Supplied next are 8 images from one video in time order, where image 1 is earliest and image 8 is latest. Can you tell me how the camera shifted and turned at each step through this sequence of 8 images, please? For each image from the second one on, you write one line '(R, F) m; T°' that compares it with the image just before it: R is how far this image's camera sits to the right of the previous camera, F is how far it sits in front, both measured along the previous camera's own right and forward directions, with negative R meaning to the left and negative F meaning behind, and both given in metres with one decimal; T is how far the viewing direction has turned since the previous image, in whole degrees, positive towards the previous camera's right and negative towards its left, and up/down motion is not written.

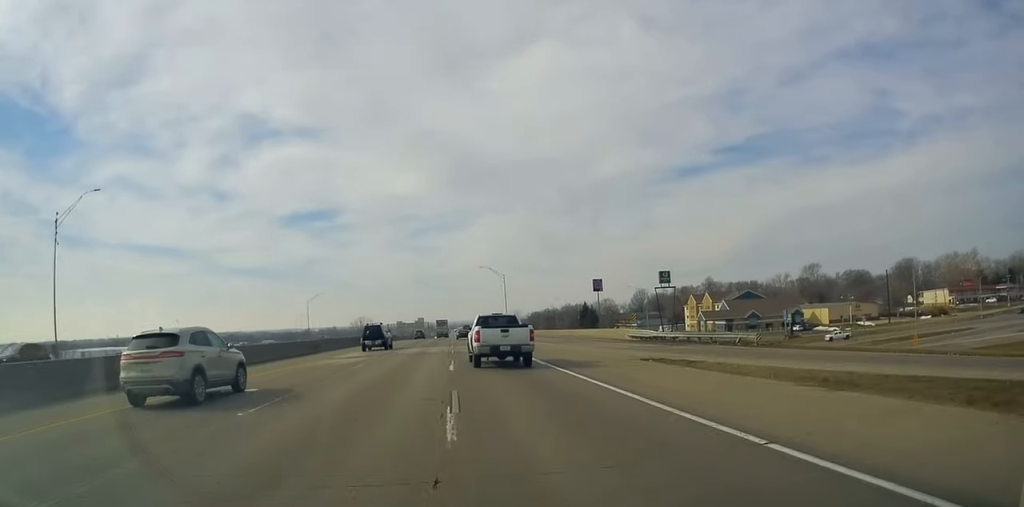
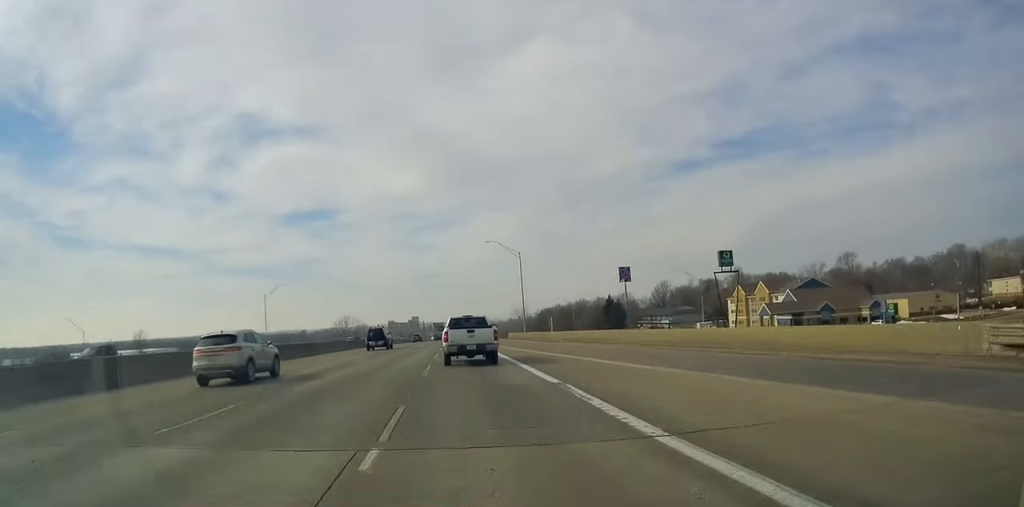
(+0.6, +38.4) m; +2°
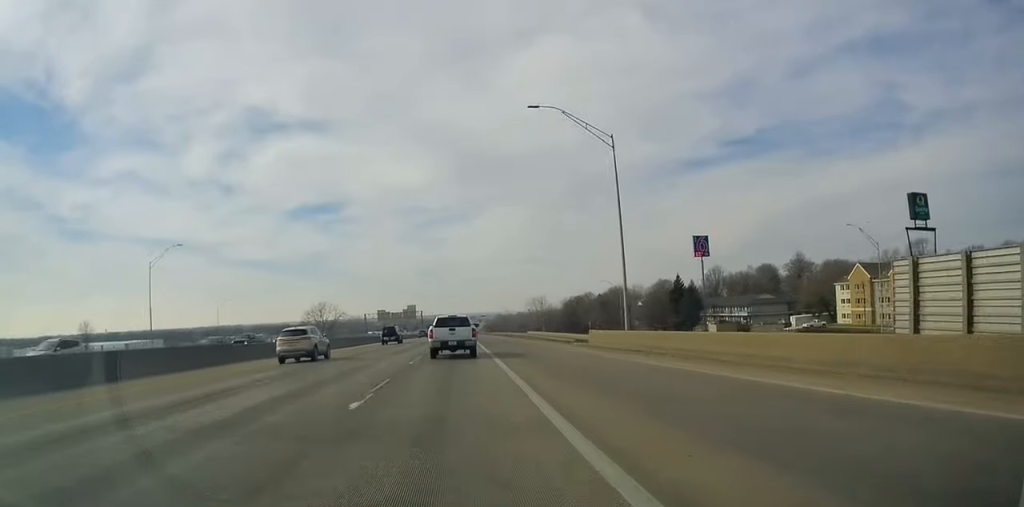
(-0.5, +56.3) m; -2°
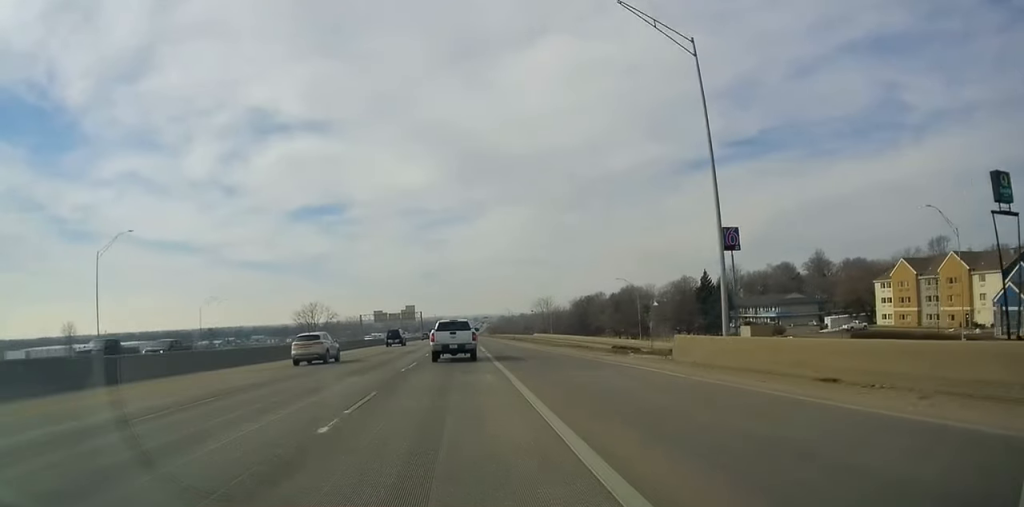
(0.0, +14.3) m; +1°
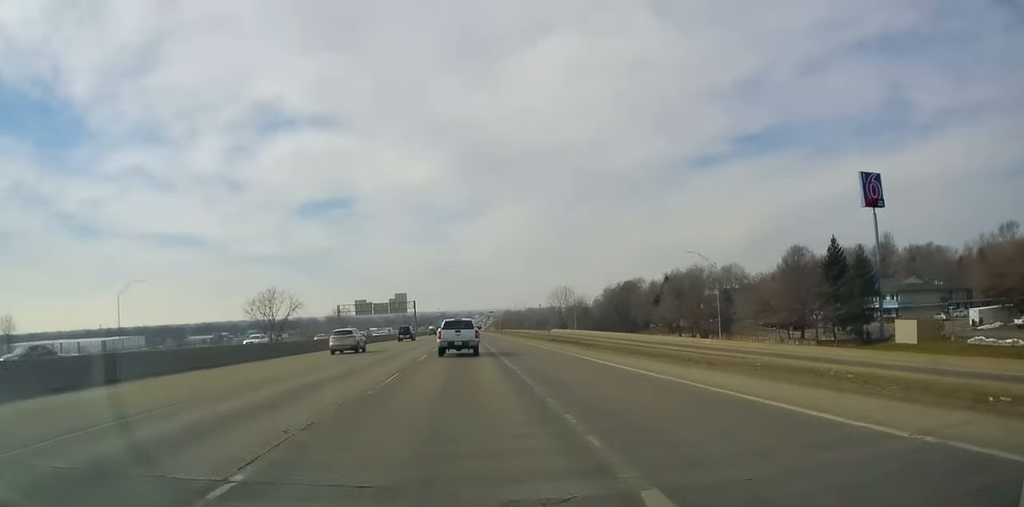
(+0.5, +44.1) m; -1°
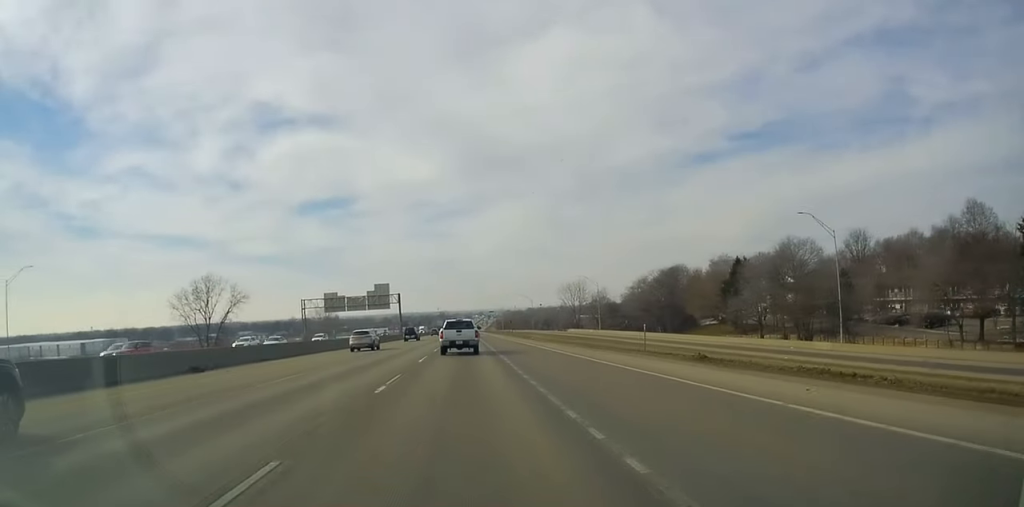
(-0.7, +35.9) m; 0°
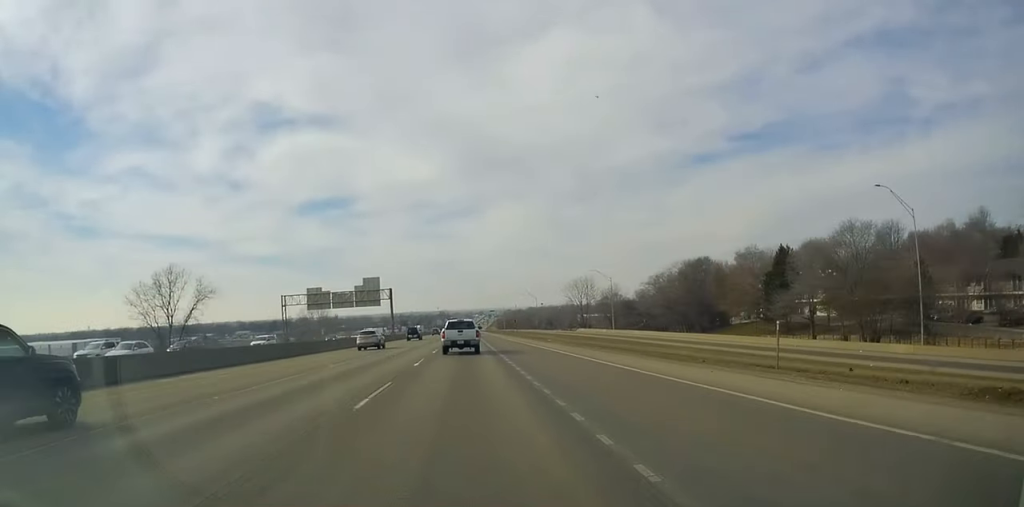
(+0.5, +14.4) m; +1°
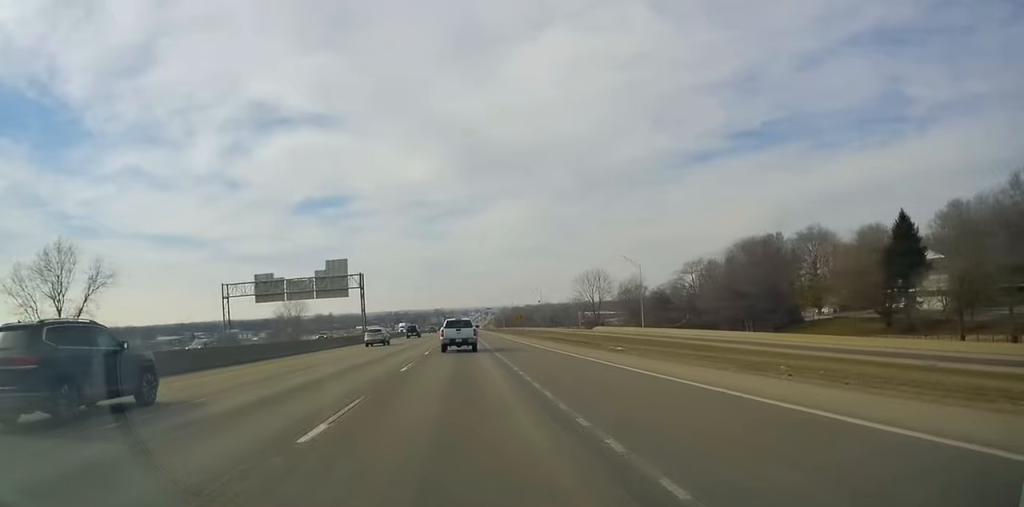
(-0.1, +27.8) m; 0°
